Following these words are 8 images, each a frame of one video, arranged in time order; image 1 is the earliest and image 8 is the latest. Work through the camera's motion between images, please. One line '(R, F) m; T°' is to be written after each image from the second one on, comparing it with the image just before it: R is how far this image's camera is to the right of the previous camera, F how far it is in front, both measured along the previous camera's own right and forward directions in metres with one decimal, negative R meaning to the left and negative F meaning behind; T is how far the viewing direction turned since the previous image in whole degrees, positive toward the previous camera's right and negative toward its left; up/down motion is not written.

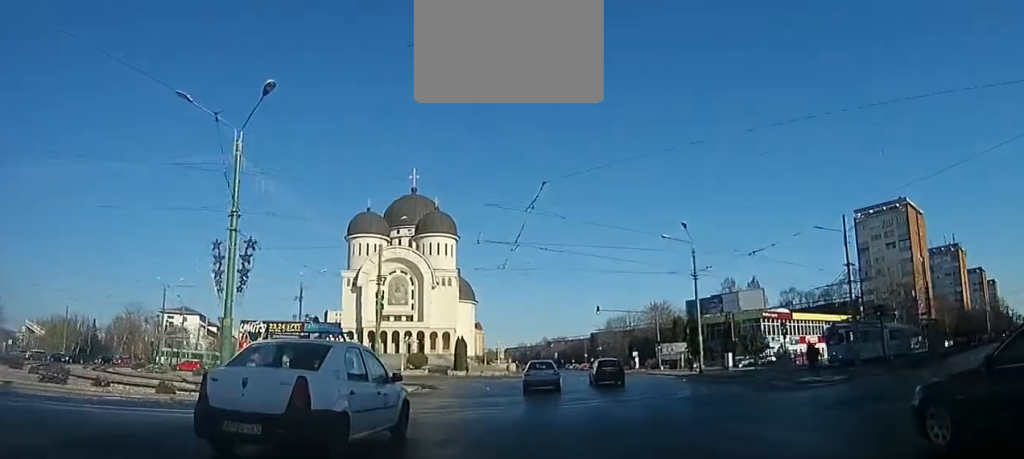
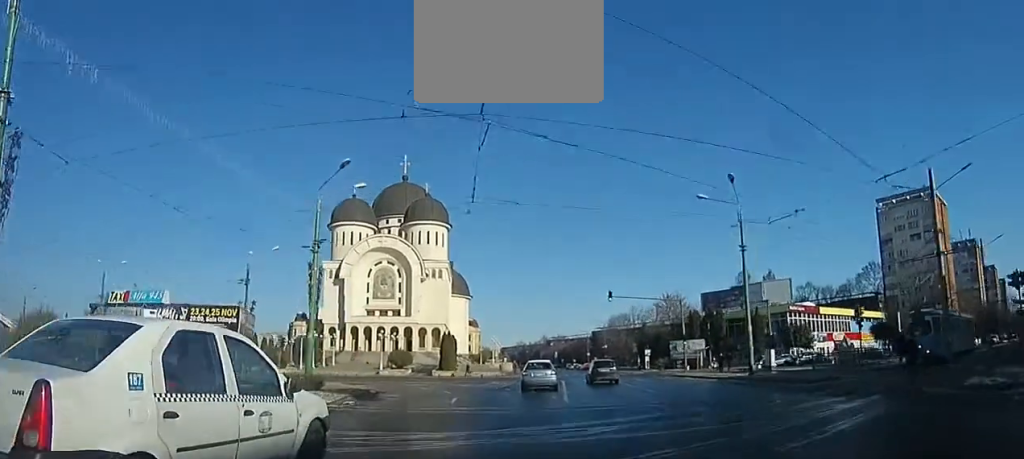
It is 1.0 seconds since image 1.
(+0.1, +8.1) m; +1°
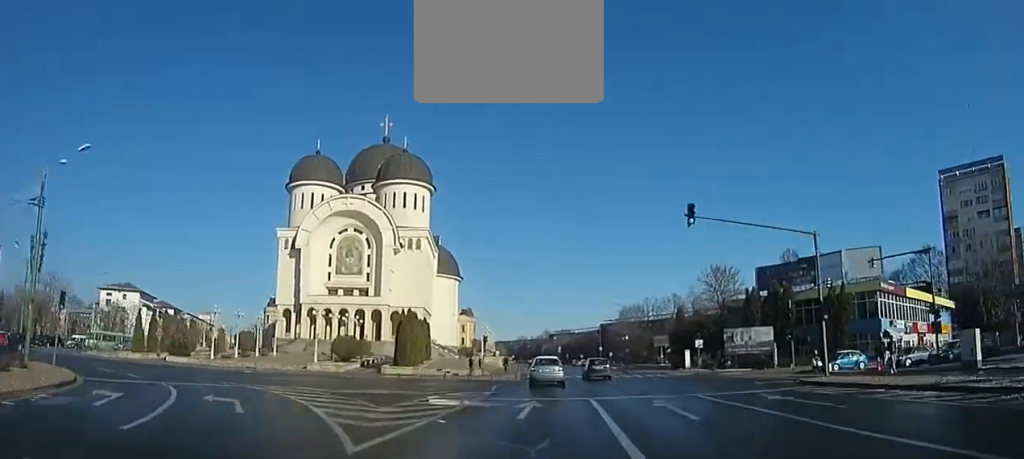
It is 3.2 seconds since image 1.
(+0.1, +21.8) m; -4°
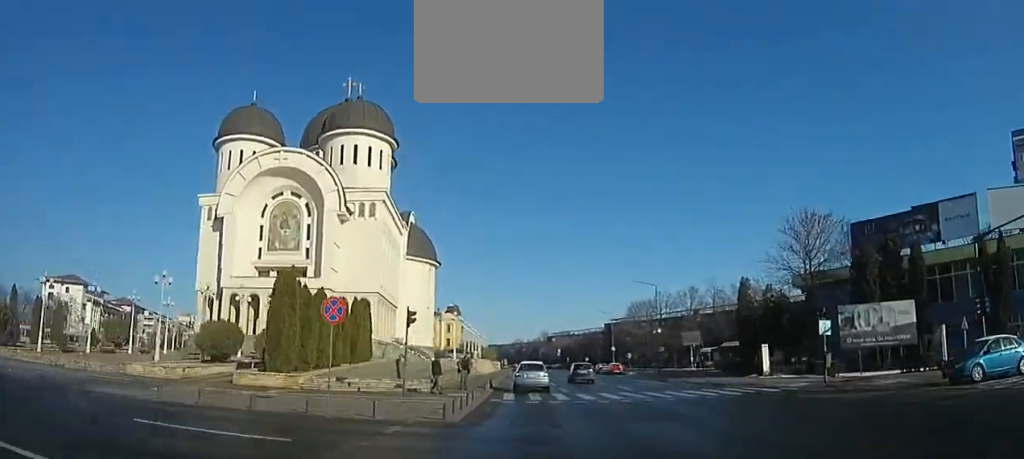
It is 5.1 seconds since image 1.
(-1.4, +22.6) m; -1°
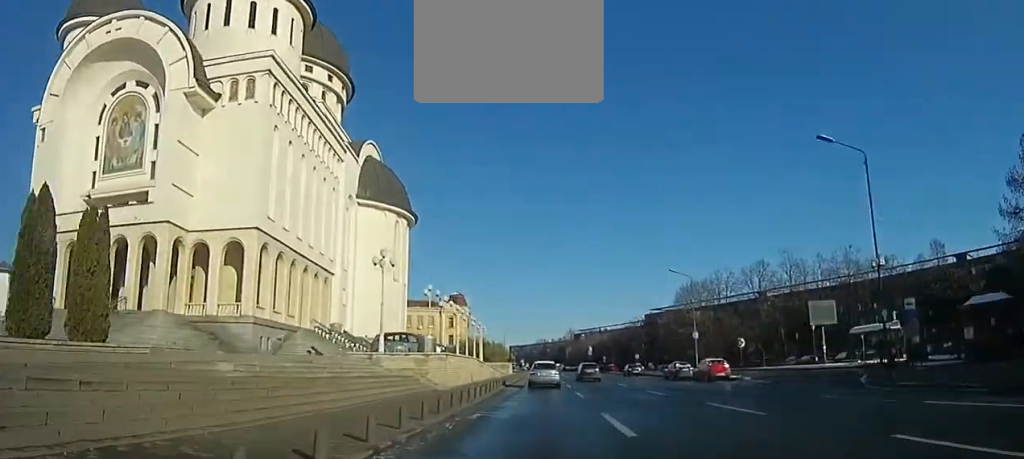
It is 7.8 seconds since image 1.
(+1.1, +33.8) m; 0°
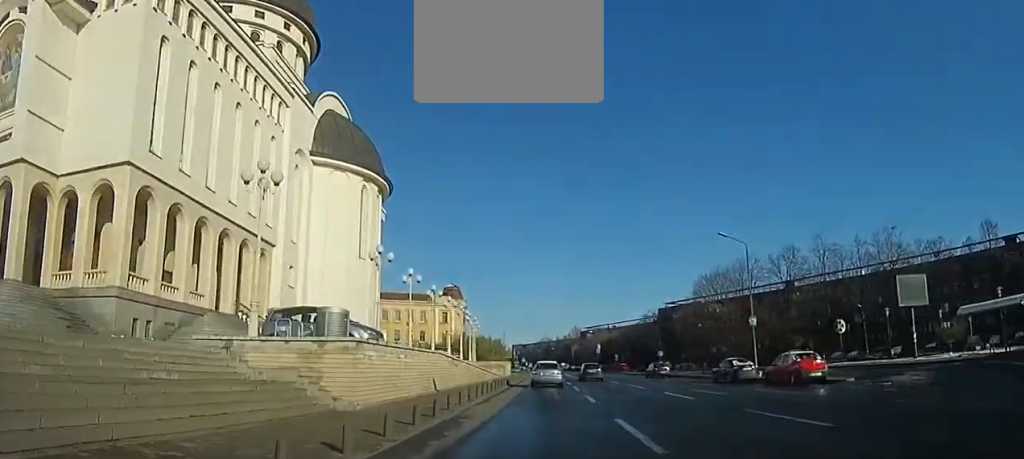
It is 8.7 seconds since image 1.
(-0.2, +12.2) m; -1°
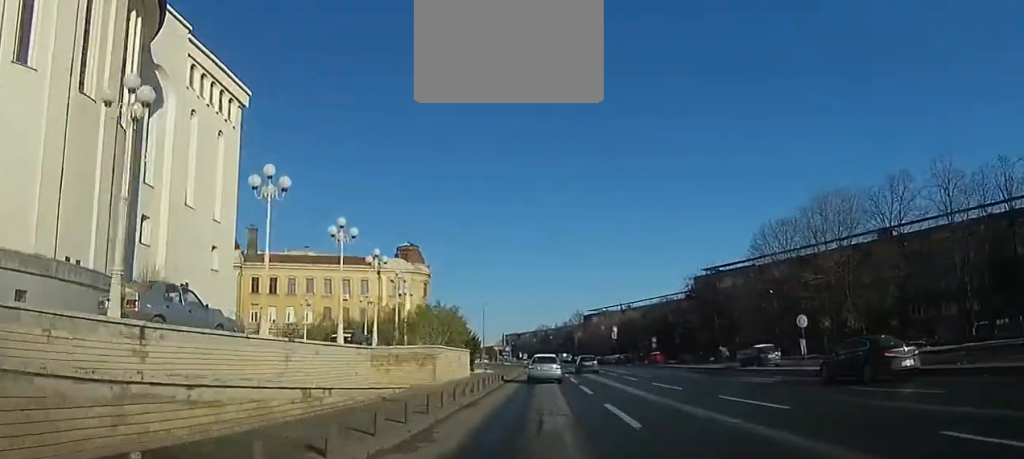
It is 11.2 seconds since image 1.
(-0.3, +33.8) m; 0°
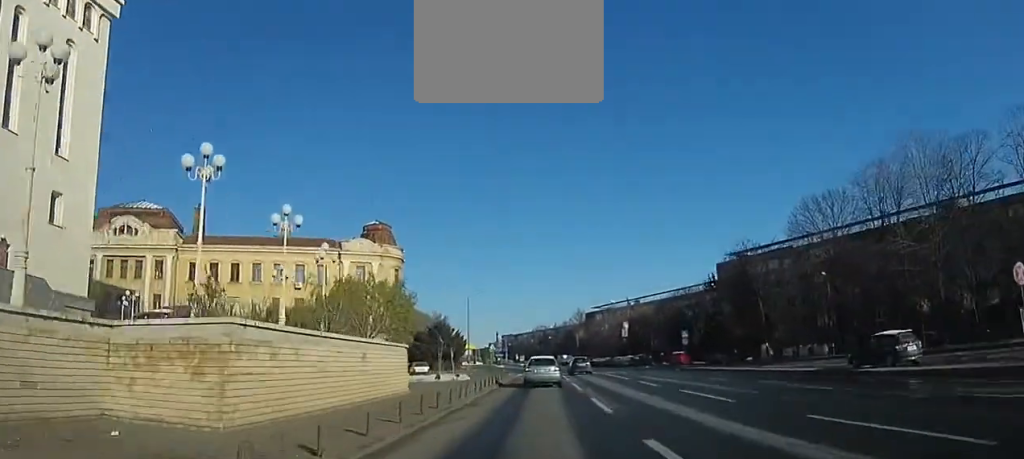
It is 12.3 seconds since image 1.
(+0.1, +14.1) m; 0°
